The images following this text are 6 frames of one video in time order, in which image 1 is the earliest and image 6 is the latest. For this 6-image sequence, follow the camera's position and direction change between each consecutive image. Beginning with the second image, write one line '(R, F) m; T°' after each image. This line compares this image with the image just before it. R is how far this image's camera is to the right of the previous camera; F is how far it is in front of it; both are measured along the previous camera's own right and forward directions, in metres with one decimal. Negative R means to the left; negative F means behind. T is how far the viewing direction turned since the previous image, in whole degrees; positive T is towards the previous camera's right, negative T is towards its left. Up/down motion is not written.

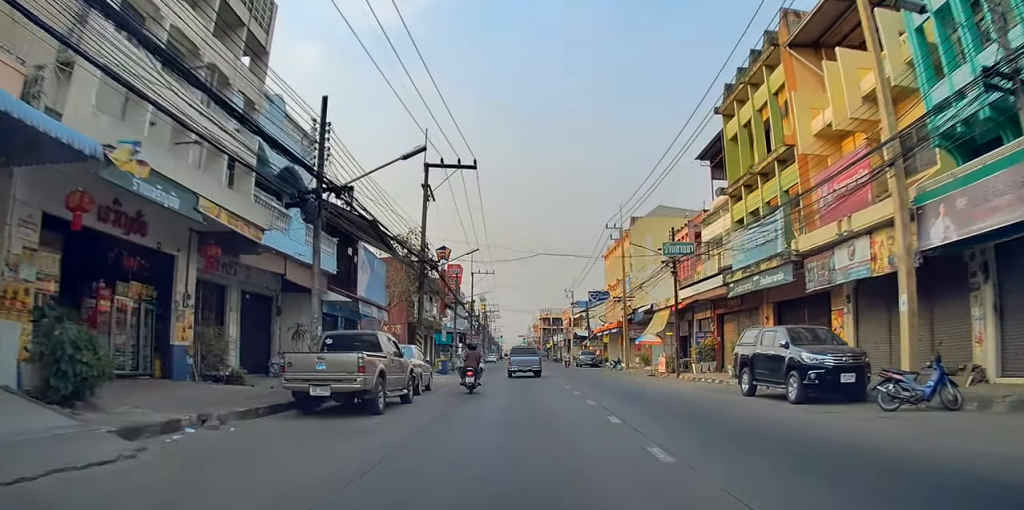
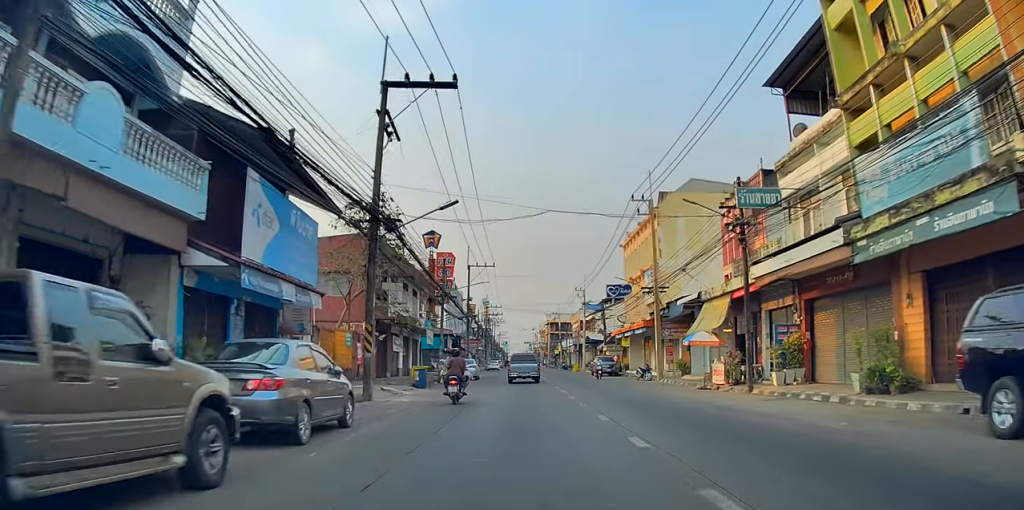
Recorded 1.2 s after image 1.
(+0.1, +10.6) m; 0°
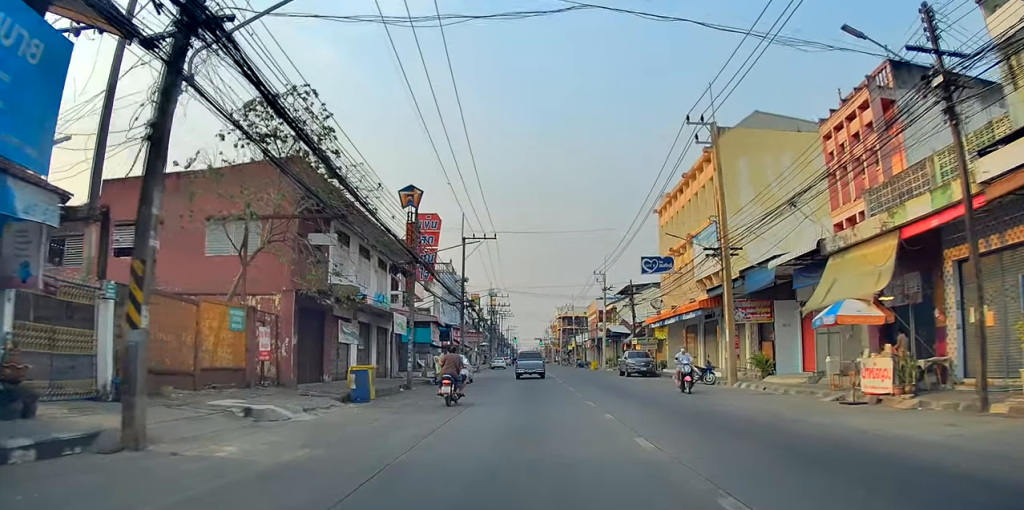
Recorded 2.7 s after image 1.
(0.0, +13.0) m; -3°
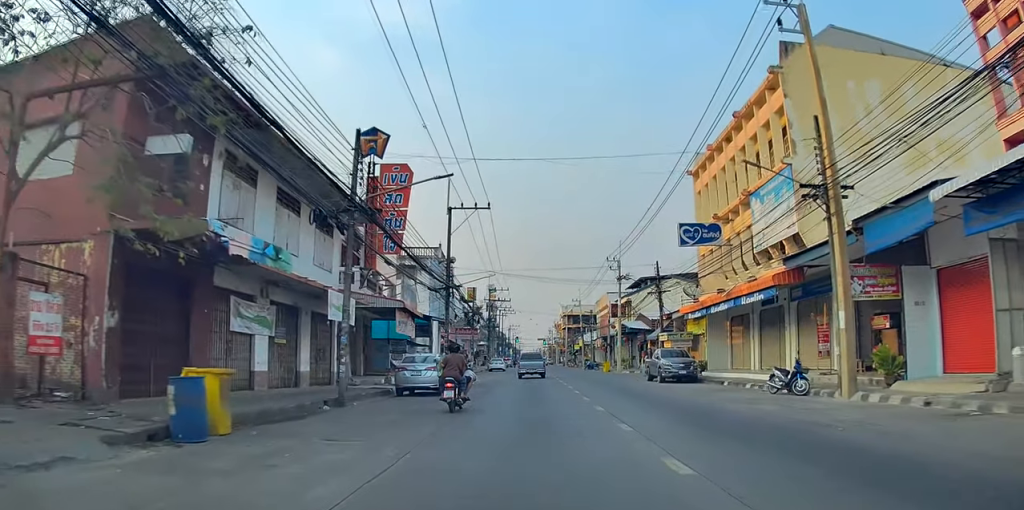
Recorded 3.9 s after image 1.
(-0.6, +10.3) m; -1°
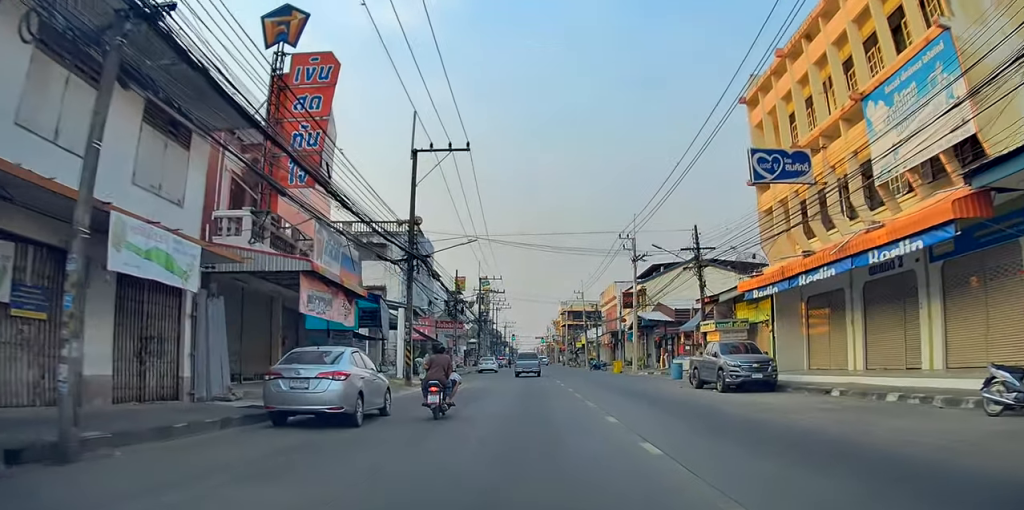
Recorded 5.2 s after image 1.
(+0.5, +11.1) m; +1°
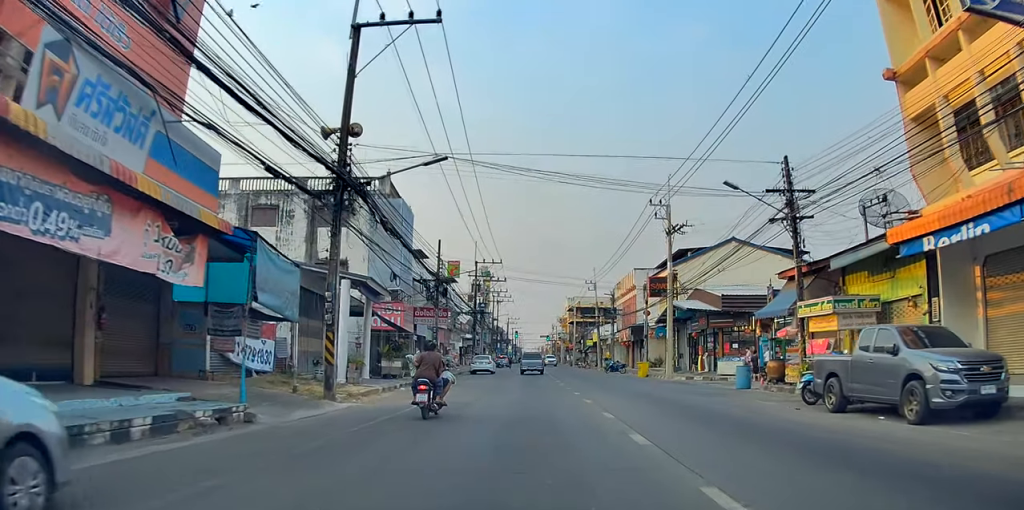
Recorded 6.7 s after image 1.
(-0.1, +11.4) m; 0°
